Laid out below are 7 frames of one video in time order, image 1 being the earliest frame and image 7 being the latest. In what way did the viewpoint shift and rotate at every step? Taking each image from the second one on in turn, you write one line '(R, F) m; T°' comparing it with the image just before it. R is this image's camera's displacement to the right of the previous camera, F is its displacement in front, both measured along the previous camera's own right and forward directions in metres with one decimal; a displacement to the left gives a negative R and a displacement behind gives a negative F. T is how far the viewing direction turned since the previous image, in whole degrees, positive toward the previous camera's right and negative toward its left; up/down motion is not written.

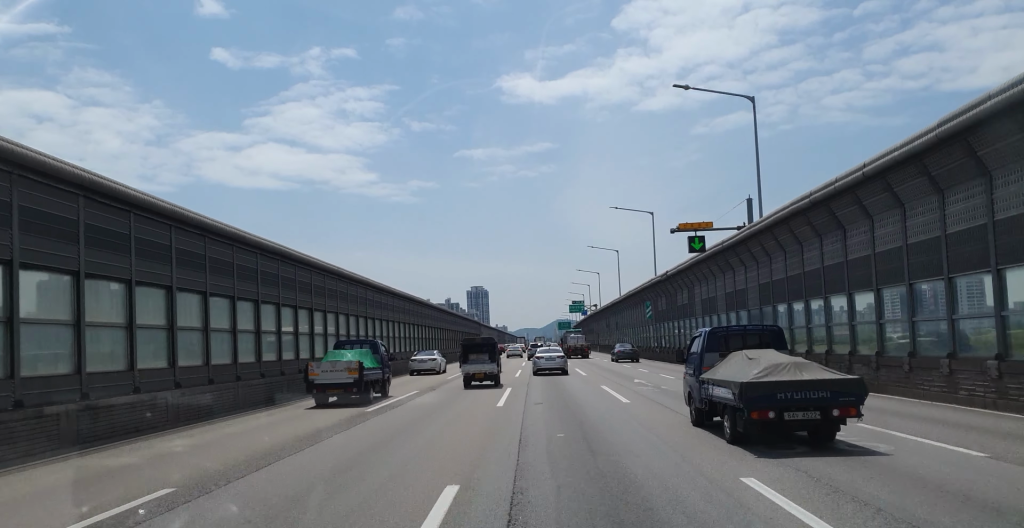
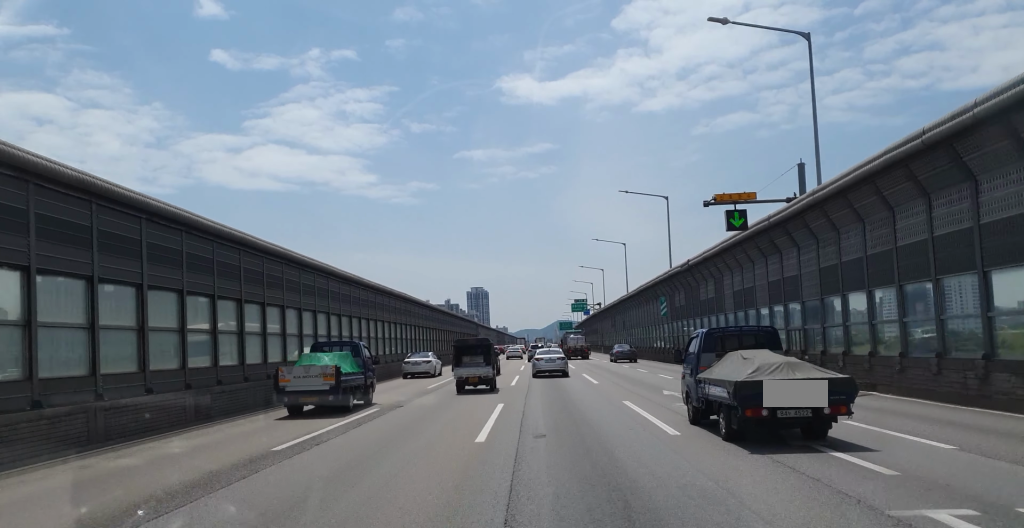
(0.0, +7.0) m; 0°
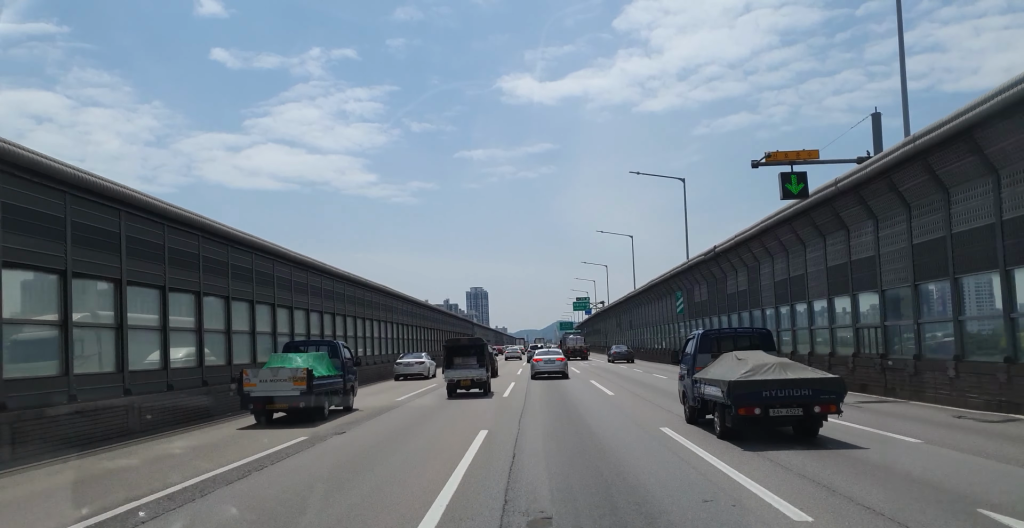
(0.0, +6.6) m; 0°
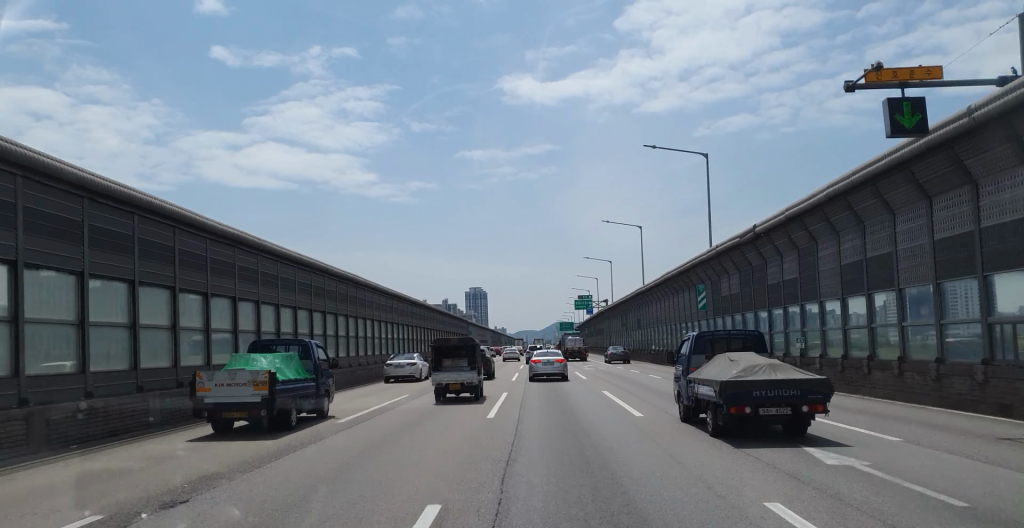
(0.0, +7.2) m; 0°
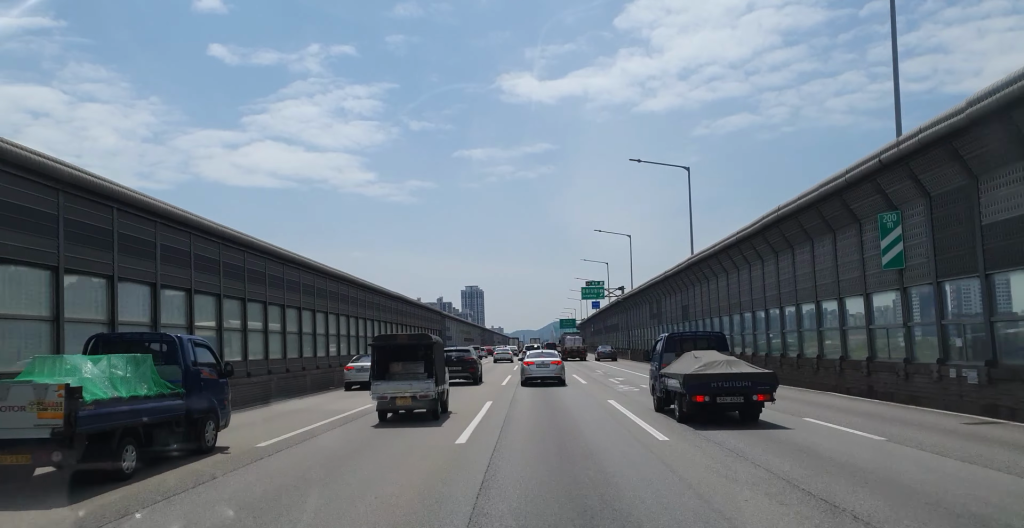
(-0.4, +23.7) m; -1°
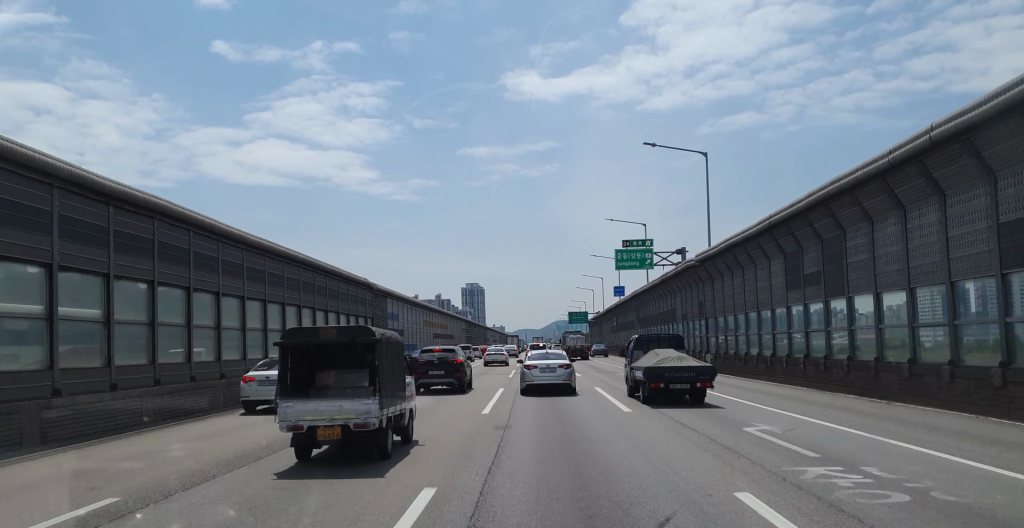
(+0.1, +33.8) m; -1°
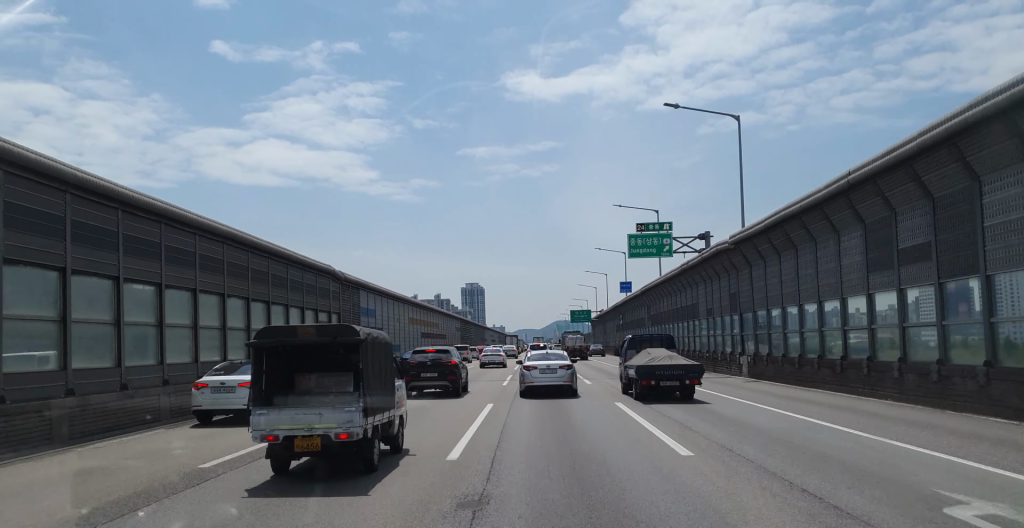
(0.0, +7.0) m; 0°
